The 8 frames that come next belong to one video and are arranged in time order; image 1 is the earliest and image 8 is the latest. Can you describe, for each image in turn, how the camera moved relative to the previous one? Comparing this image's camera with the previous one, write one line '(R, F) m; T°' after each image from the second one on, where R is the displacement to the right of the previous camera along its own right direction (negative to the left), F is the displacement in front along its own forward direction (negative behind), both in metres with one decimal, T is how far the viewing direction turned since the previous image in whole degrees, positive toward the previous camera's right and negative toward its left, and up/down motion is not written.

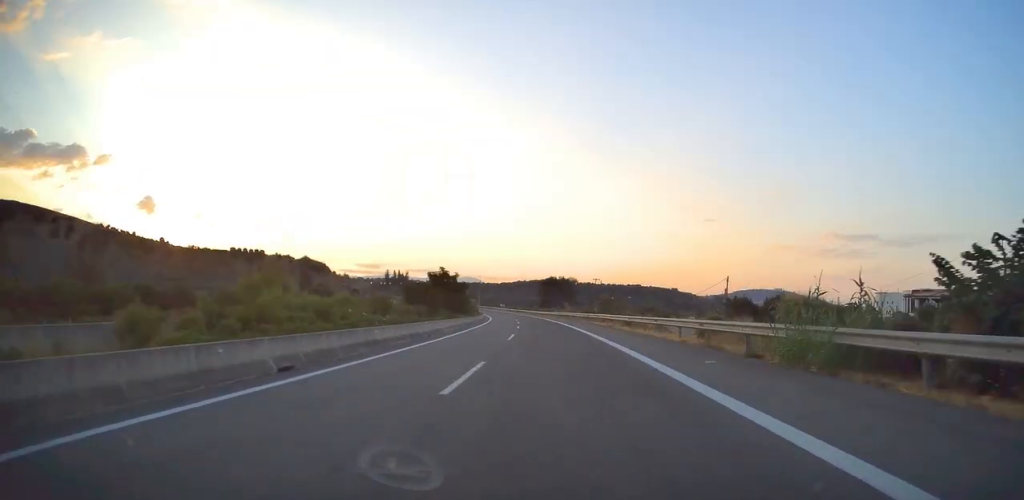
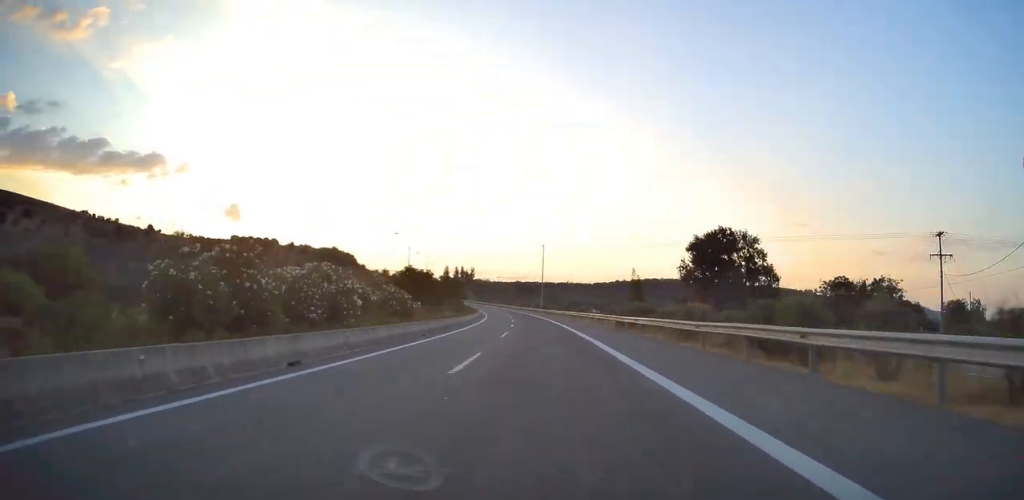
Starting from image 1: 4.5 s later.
(-1.2, +154.2) m; -8°
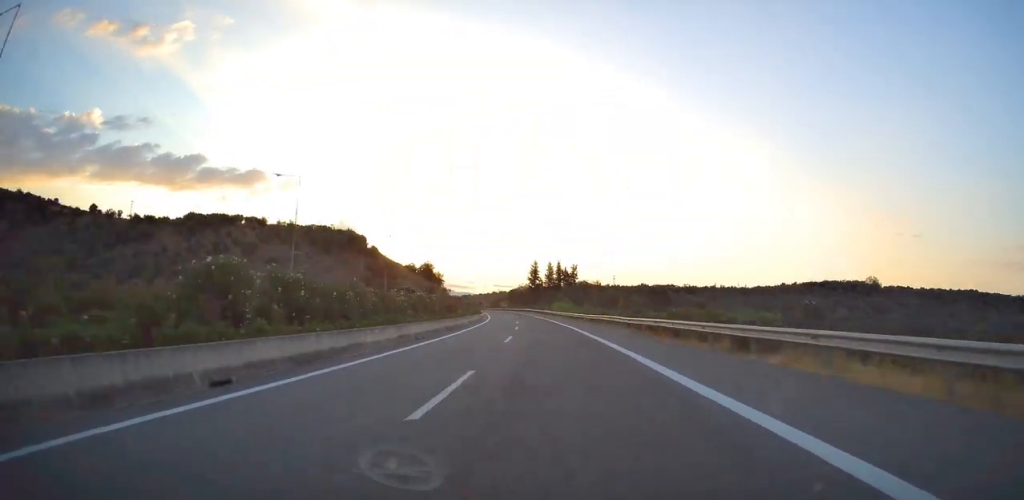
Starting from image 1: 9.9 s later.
(-23.6, +176.6) m; -9°
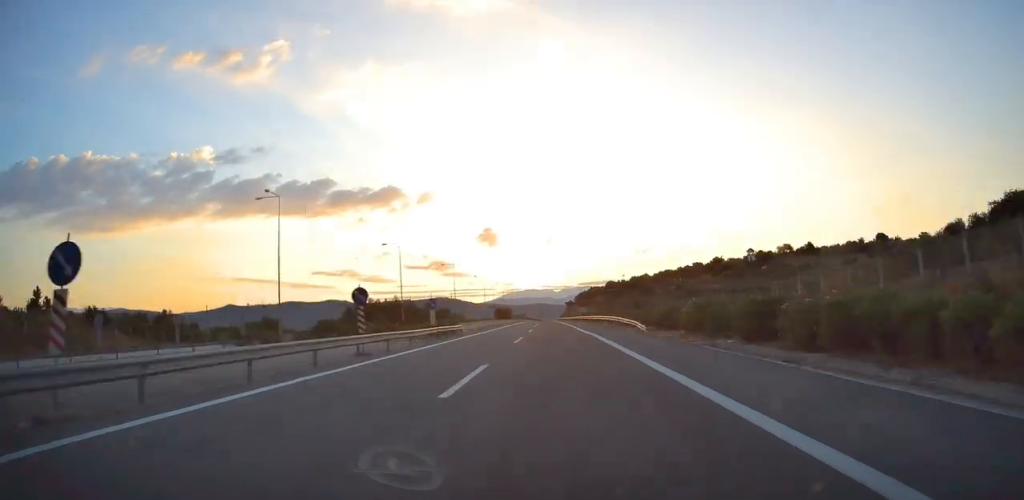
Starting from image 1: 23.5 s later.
(-67.0, +438.8) m; -12°
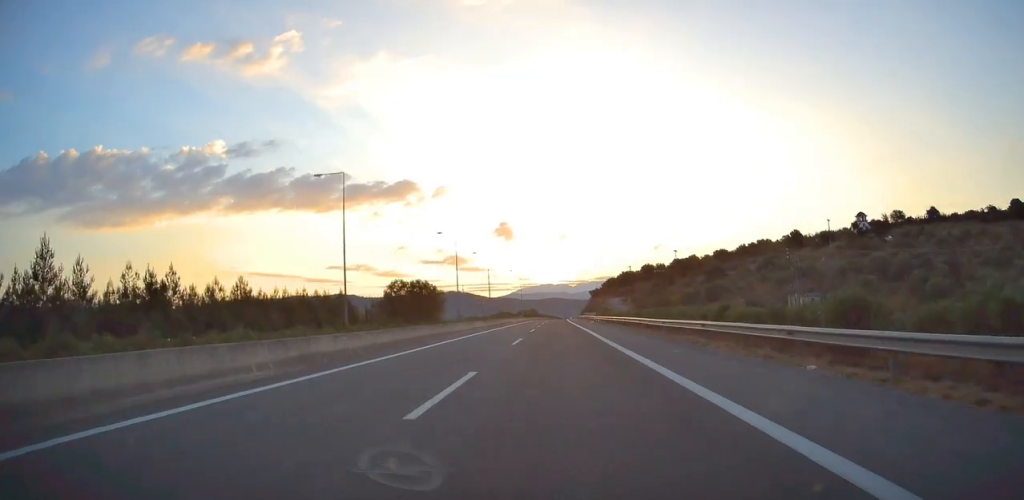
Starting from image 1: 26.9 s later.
(-2.4, +111.7) m; 0°
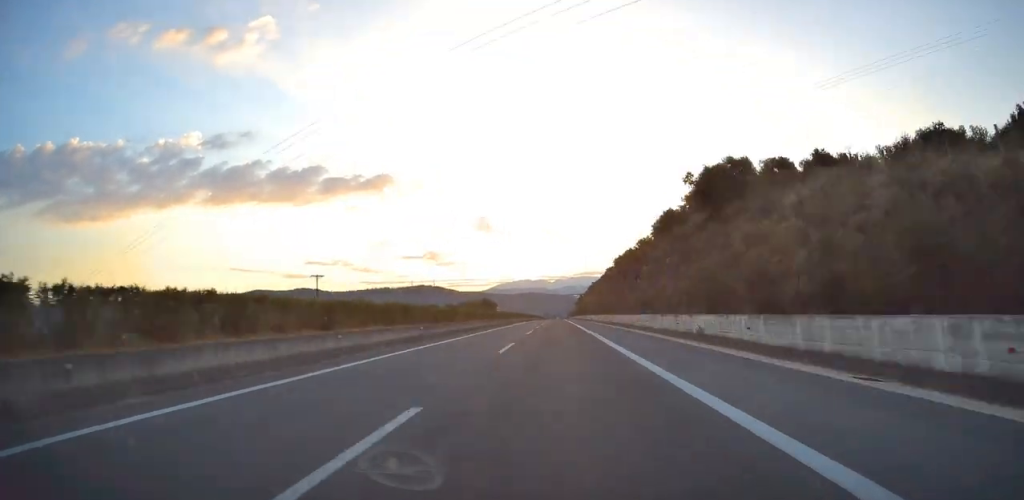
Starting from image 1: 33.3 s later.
(+0.6, +205.3) m; 0°
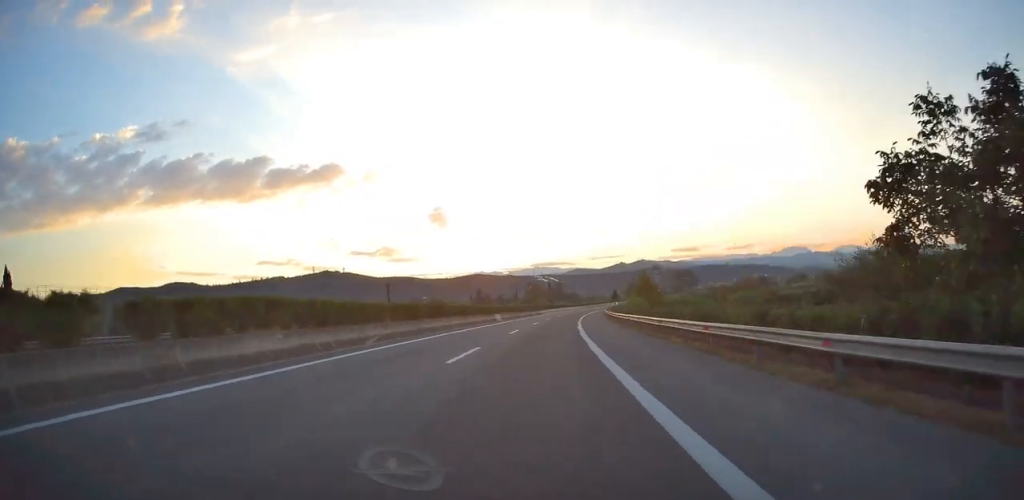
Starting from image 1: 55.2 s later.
(+21.8, +690.1) m; +9°
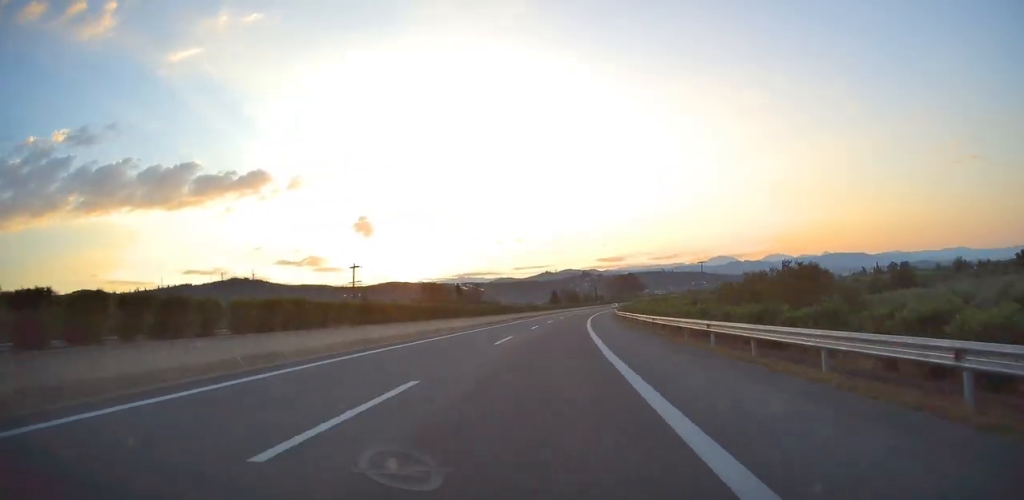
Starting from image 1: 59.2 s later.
(+2.0, +122.4) m; +6°
